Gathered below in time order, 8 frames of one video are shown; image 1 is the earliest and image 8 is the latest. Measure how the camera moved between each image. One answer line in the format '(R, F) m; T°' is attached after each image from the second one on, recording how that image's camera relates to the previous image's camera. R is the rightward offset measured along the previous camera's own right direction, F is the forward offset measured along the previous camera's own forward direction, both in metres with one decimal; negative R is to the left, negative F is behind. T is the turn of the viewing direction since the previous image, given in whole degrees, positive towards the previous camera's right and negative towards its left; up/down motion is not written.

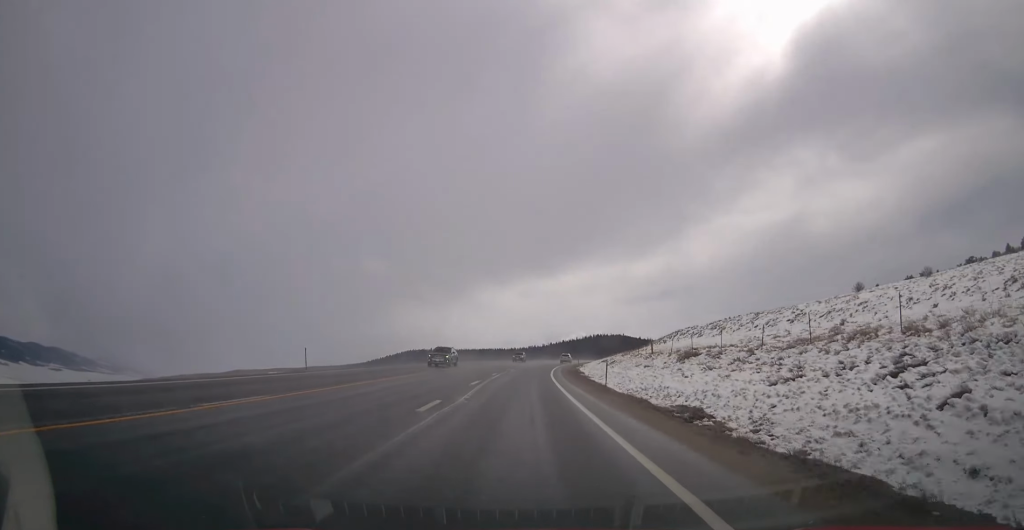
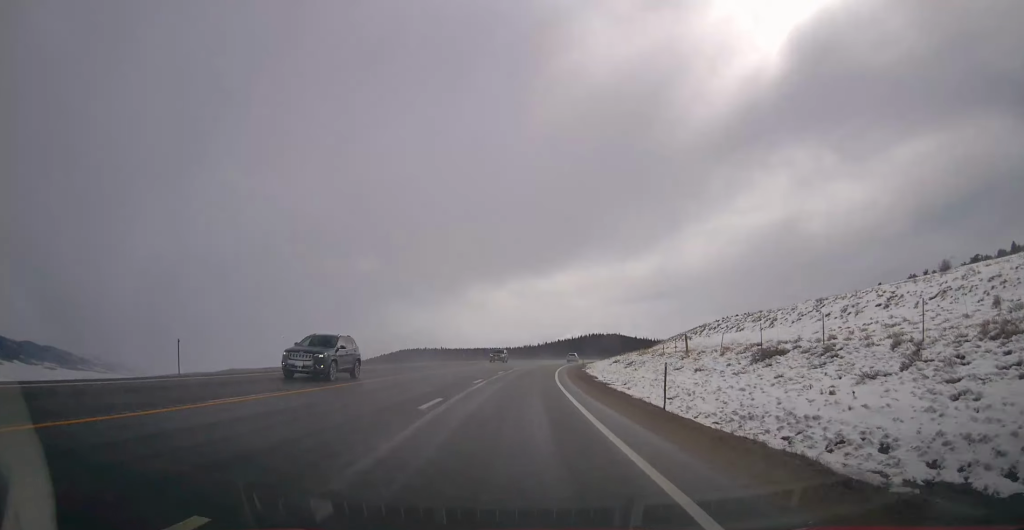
(0.0, +12.5) m; 0°
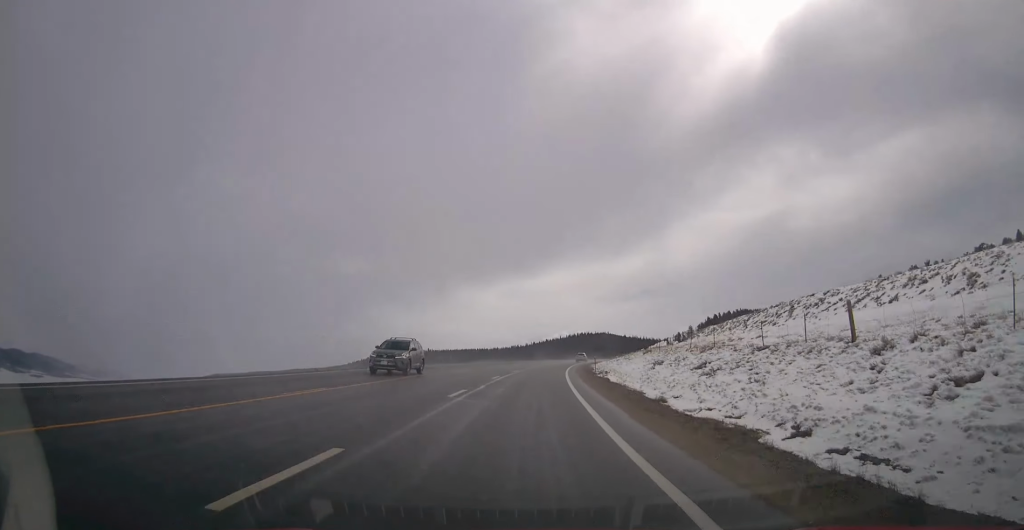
(0.0, +20.9) m; 0°
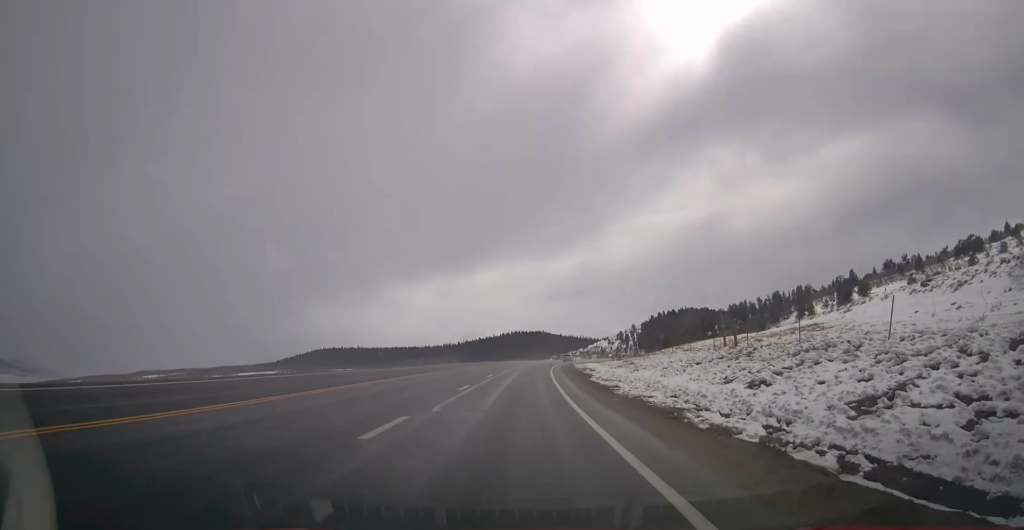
(+1.9, +57.2) m; +6°
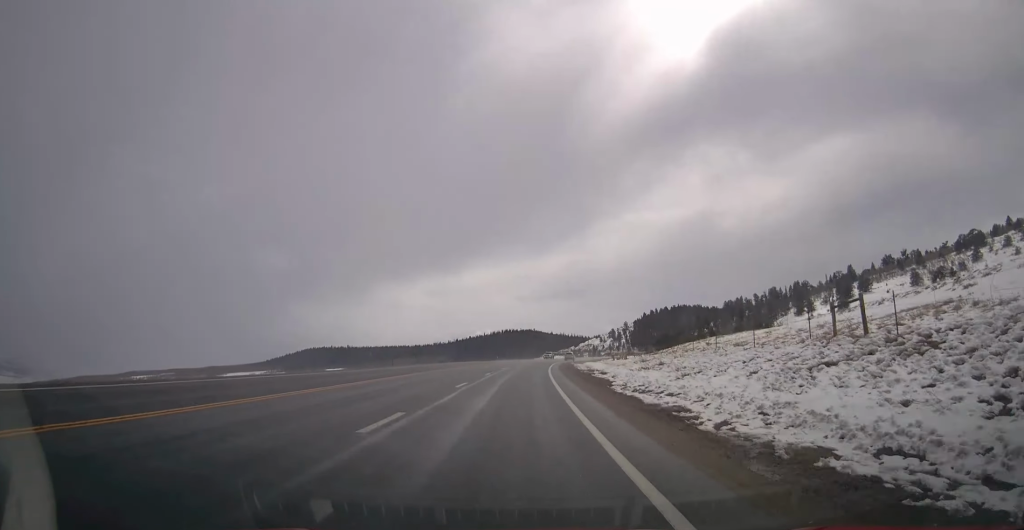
(+0.2, +11.1) m; +1°
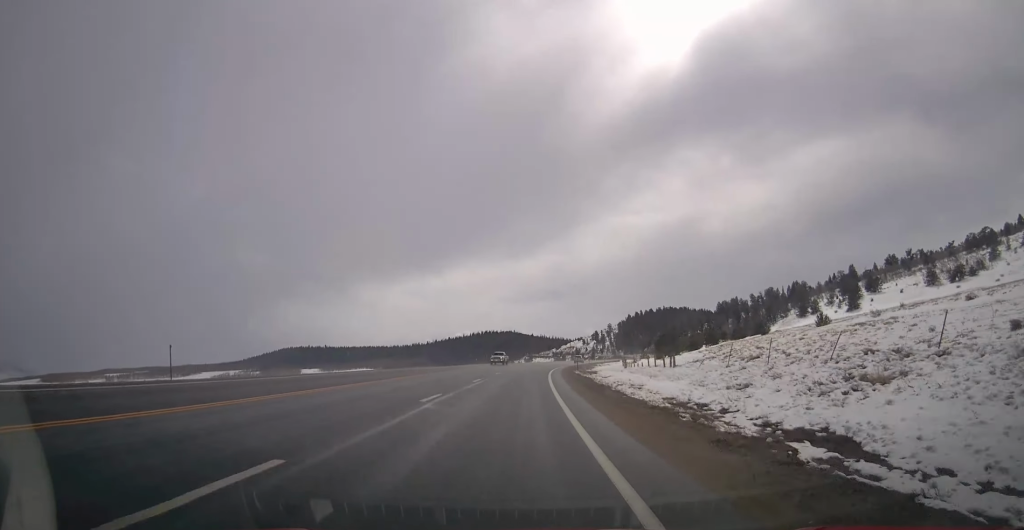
(+1.0, +29.9) m; +4°
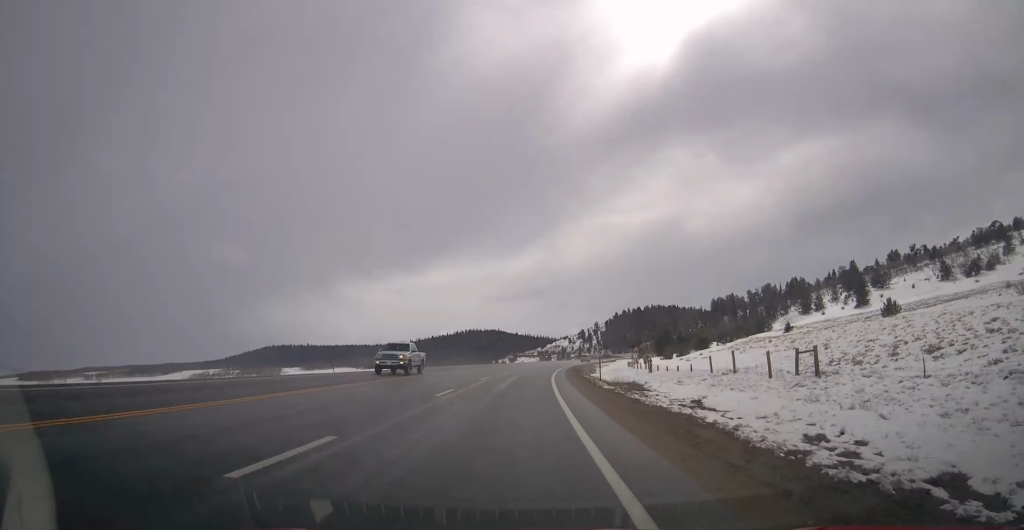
(+0.6, +23.3) m; +1°
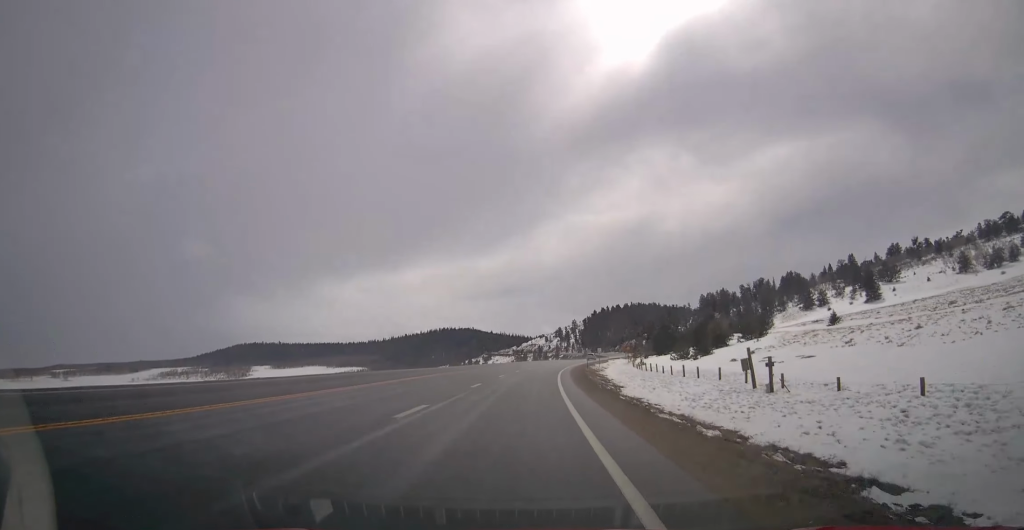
(-0.2, +29.7) m; +2°
